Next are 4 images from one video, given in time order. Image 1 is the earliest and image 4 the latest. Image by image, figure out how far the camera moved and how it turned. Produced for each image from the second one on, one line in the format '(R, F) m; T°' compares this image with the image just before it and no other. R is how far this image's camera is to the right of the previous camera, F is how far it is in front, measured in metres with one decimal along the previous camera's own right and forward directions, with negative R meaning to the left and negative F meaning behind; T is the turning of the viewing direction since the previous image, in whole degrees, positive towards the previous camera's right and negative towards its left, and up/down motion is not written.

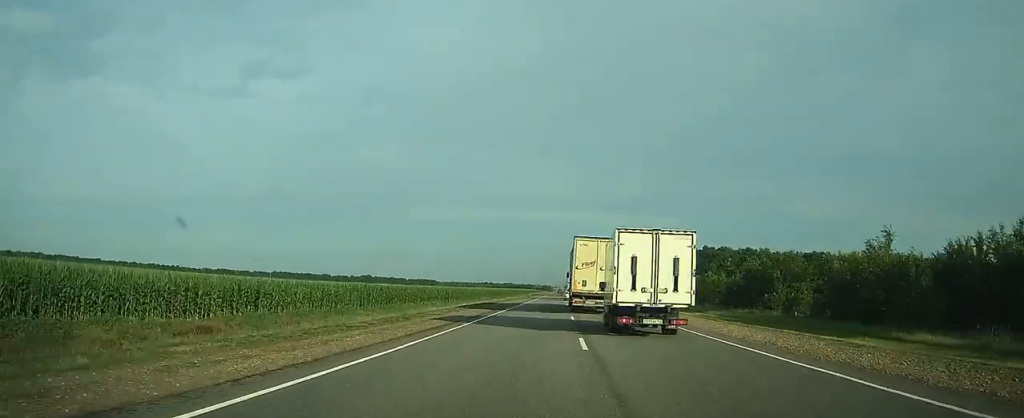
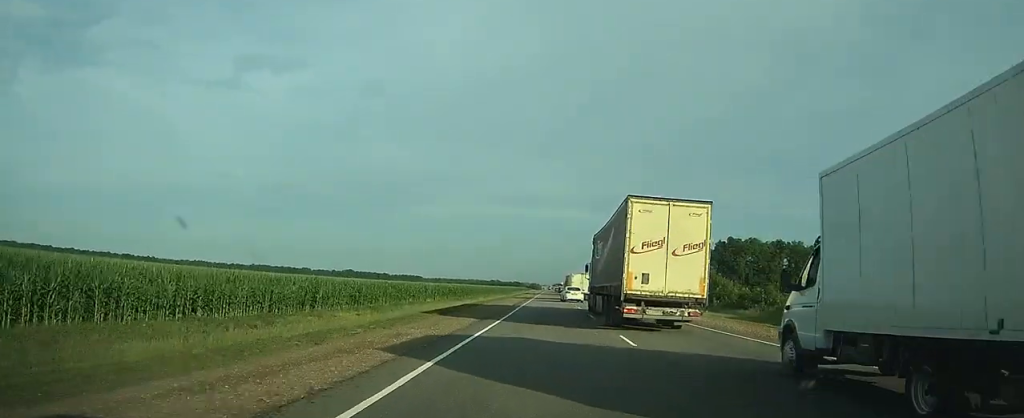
(-0.5, +48.6) m; -1°
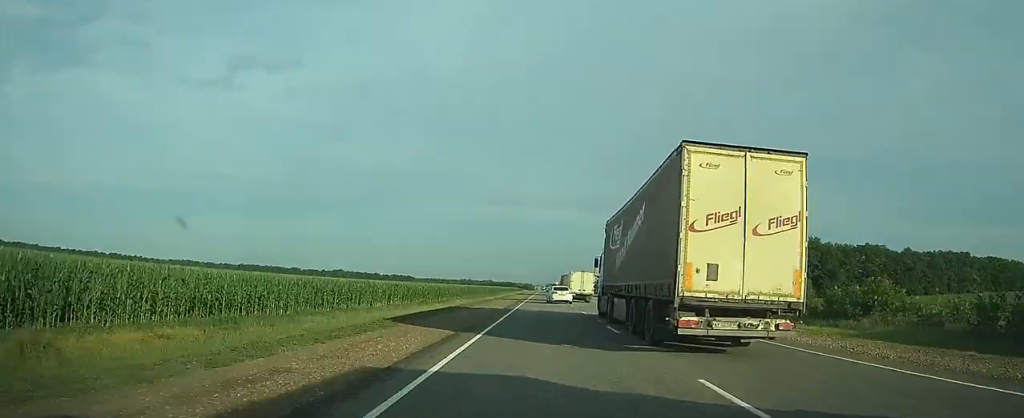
(0.0, +19.7) m; +1°
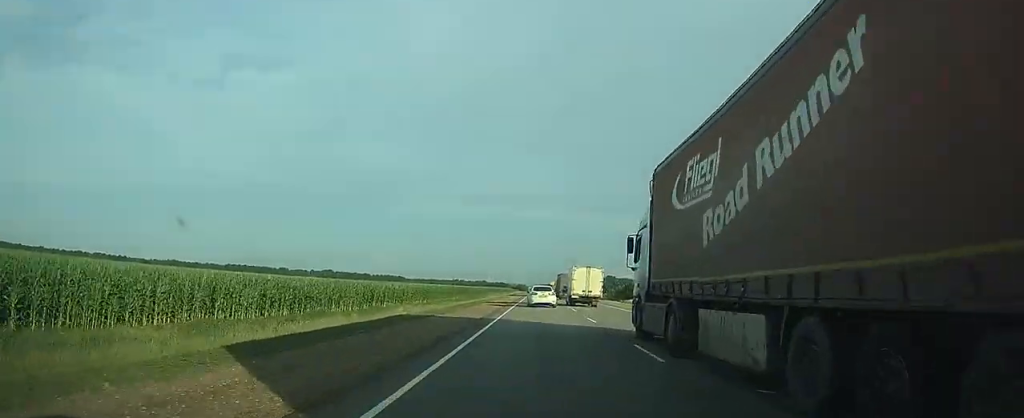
(+0.3, +30.0) m; +1°
